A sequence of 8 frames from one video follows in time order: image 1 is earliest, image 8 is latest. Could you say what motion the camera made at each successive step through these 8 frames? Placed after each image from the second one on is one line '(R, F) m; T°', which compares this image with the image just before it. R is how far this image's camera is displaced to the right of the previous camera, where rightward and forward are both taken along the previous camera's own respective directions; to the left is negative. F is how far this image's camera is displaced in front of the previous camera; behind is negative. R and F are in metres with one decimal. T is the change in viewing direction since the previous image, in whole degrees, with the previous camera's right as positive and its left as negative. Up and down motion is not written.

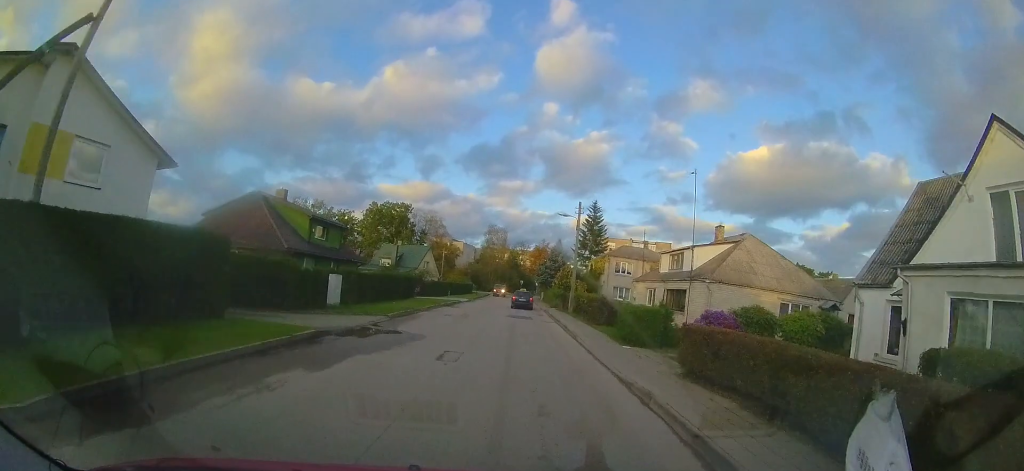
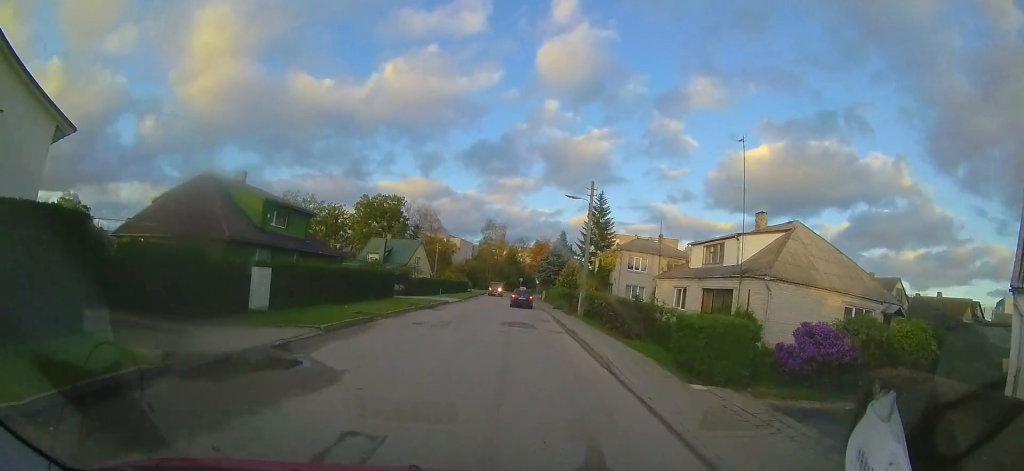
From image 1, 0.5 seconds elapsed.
(0.0, +4.6) m; -1°
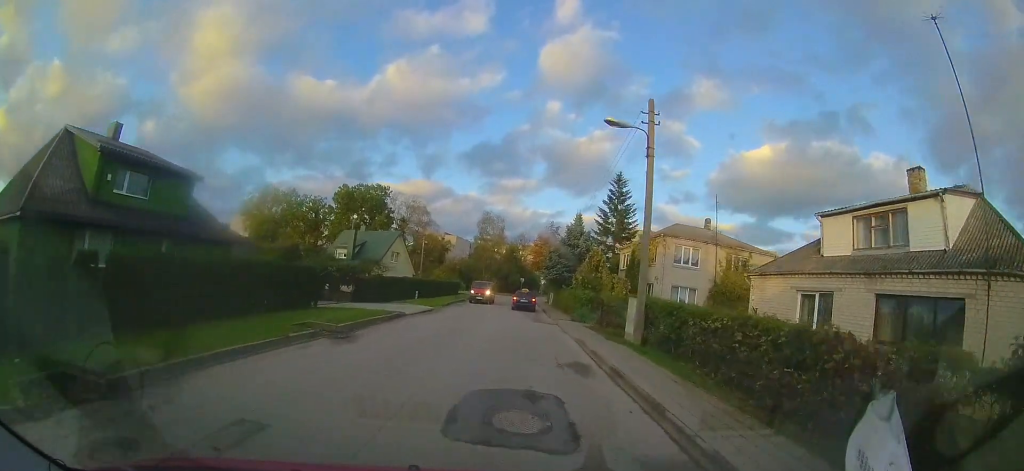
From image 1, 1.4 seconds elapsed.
(-0.2, +9.2) m; 0°
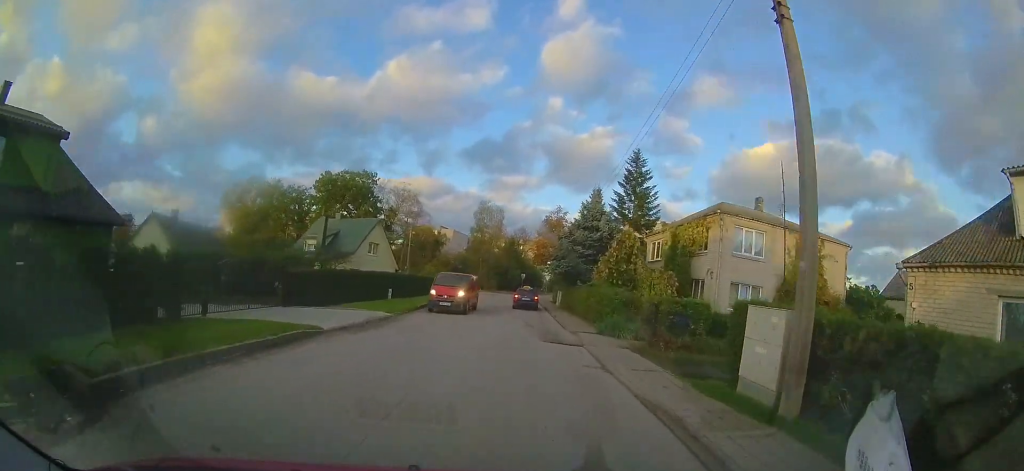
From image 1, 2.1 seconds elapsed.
(0.0, +5.9) m; +2°
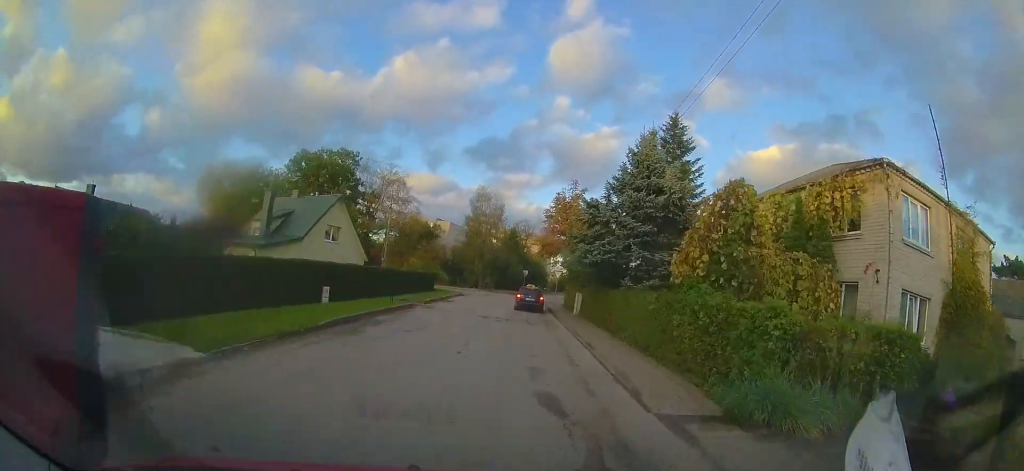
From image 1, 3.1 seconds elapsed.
(+0.3, +7.7) m; +3°
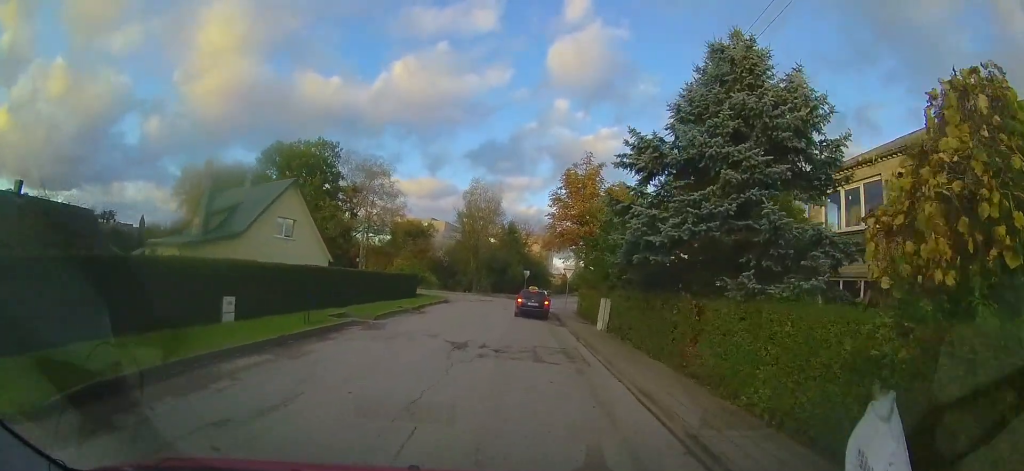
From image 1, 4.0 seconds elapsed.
(+0.1, +5.5) m; 0°
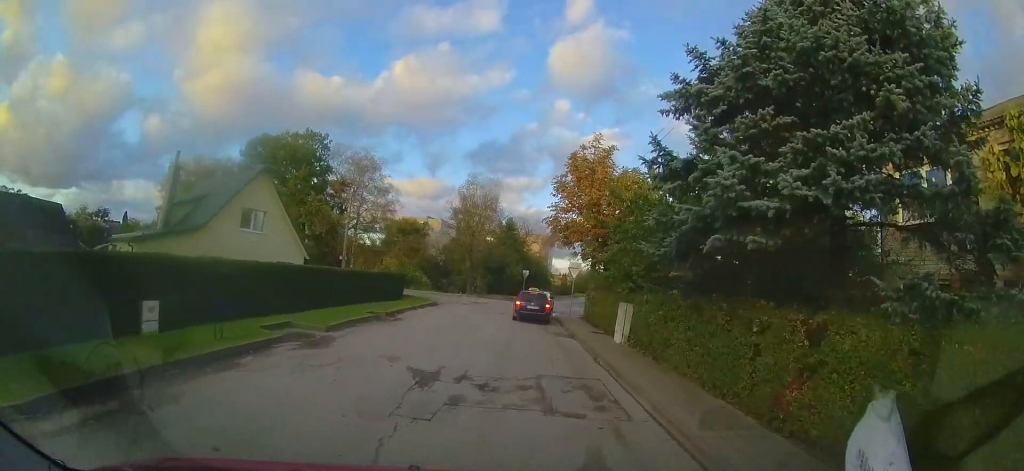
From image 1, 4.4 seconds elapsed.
(0.0, +2.5) m; -2°
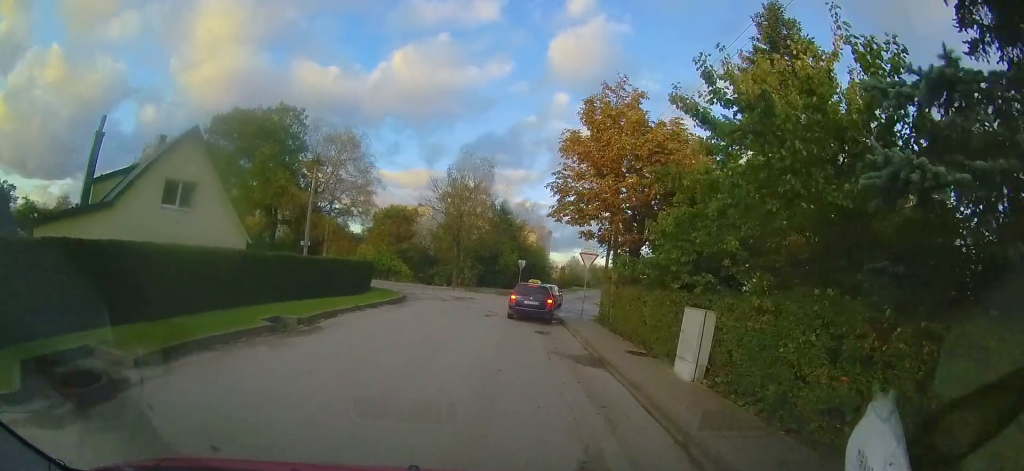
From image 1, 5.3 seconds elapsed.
(-0.2, +4.3) m; -3°
